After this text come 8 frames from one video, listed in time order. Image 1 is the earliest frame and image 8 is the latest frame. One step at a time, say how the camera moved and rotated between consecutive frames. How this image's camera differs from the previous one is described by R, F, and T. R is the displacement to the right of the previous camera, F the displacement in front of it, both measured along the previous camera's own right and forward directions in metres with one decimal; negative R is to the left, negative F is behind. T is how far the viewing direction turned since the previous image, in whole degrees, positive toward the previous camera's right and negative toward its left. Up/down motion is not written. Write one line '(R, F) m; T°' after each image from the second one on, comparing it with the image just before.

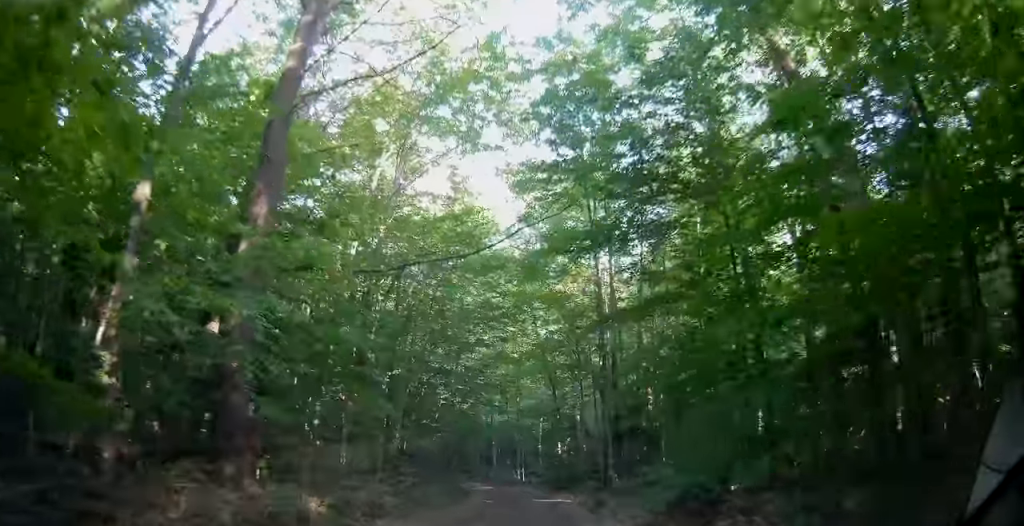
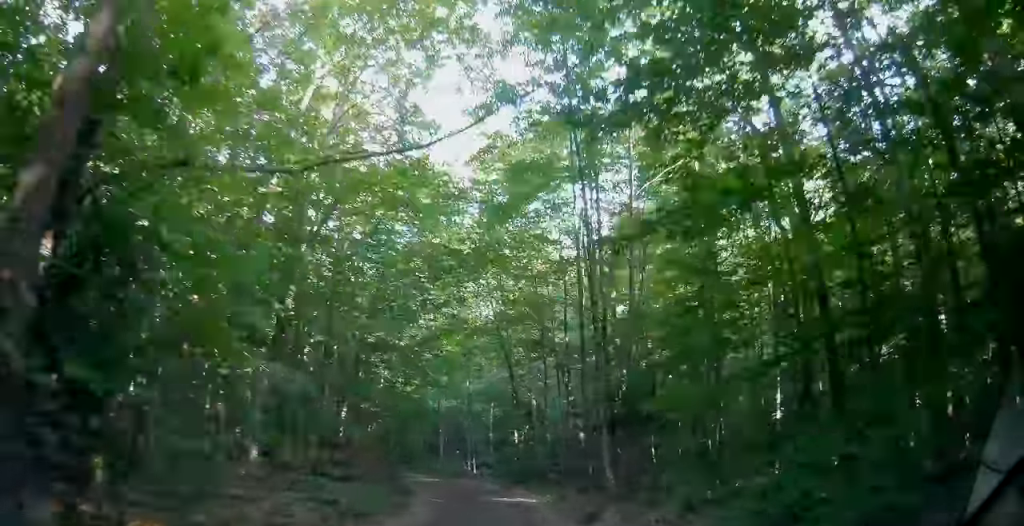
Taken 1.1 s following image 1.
(+0.4, +5.0) m; +9°
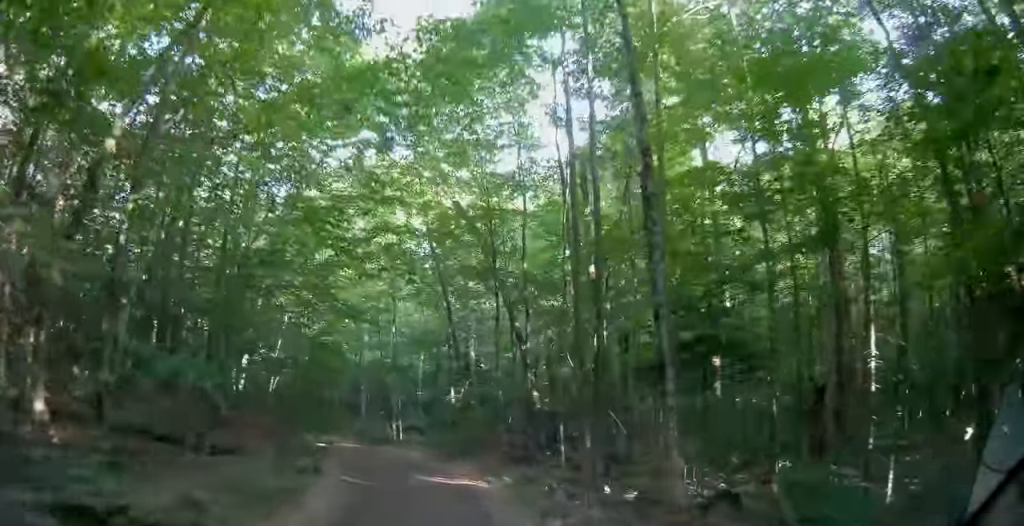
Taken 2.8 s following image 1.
(+0.6, +7.9) m; +7°
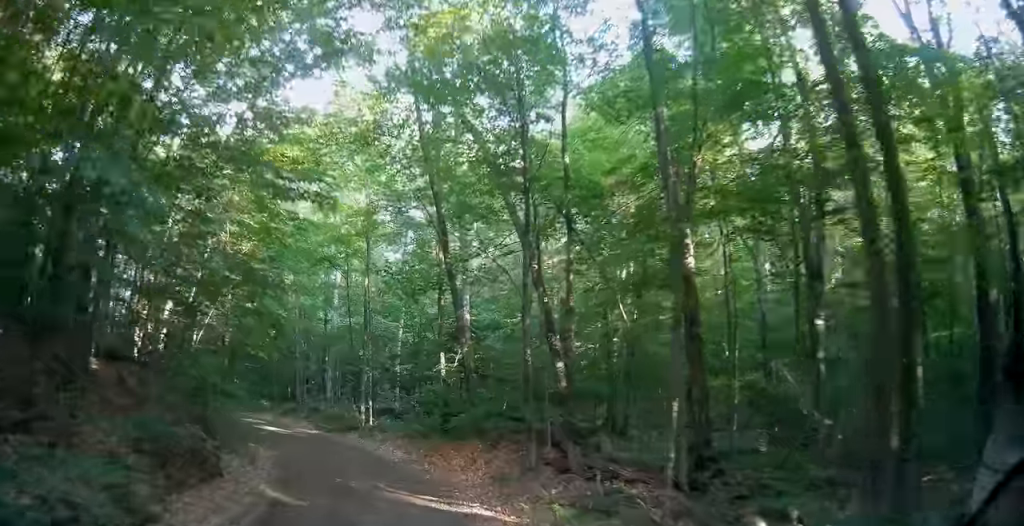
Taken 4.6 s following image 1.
(+0.2, +9.0) m; -2°
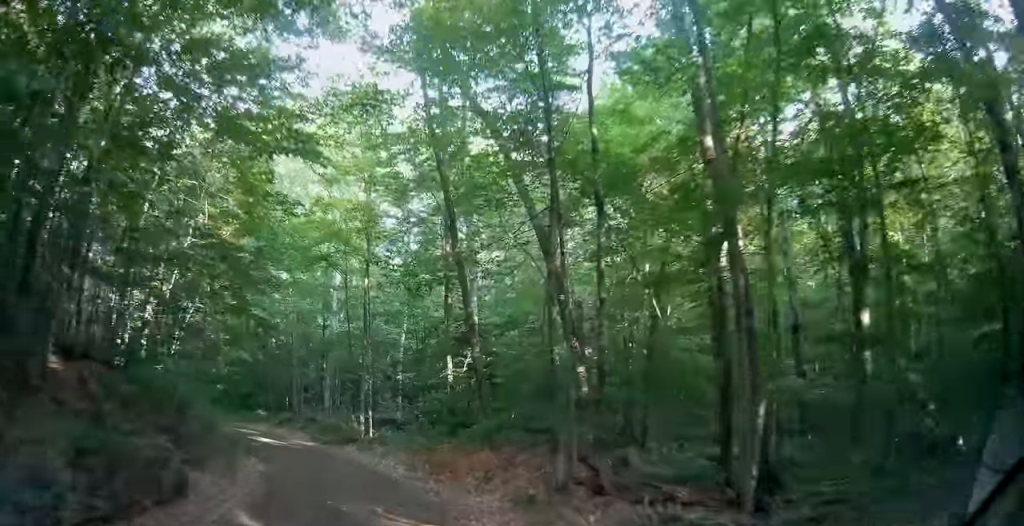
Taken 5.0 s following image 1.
(-0.2, +2.3) m; -1°
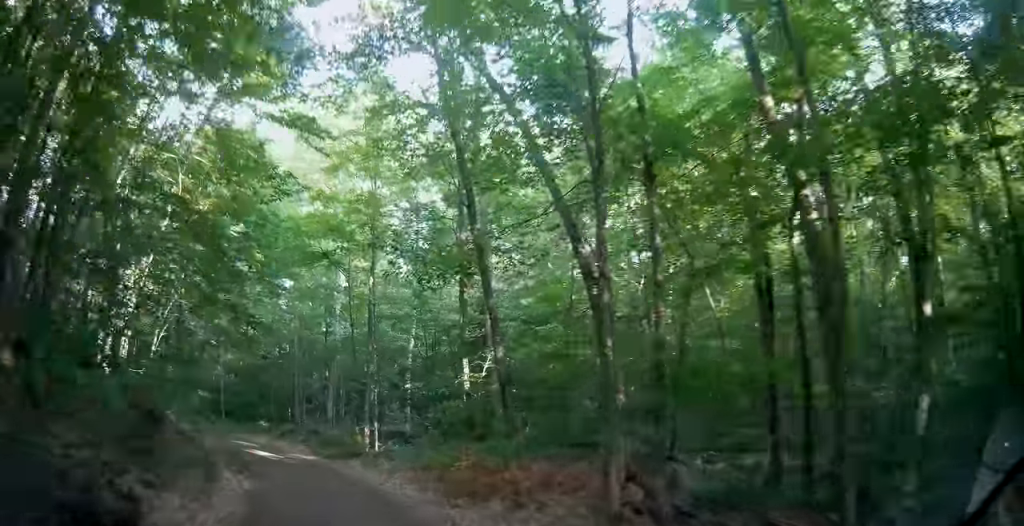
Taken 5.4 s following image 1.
(-0.1, +2.3) m; -1°
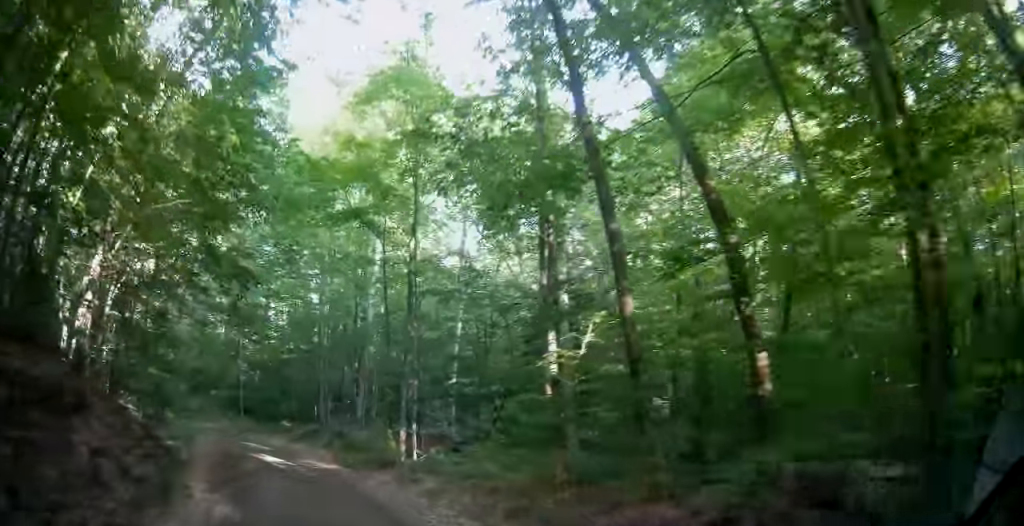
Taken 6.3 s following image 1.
(+0.3, +5.9) m; -4°
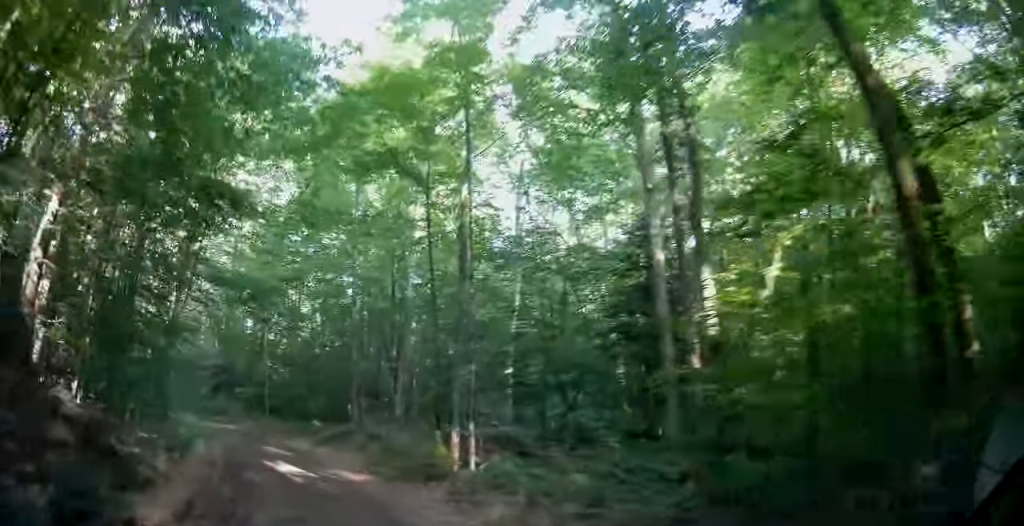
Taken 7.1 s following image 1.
(-0.6, +4.7) m; -6°
